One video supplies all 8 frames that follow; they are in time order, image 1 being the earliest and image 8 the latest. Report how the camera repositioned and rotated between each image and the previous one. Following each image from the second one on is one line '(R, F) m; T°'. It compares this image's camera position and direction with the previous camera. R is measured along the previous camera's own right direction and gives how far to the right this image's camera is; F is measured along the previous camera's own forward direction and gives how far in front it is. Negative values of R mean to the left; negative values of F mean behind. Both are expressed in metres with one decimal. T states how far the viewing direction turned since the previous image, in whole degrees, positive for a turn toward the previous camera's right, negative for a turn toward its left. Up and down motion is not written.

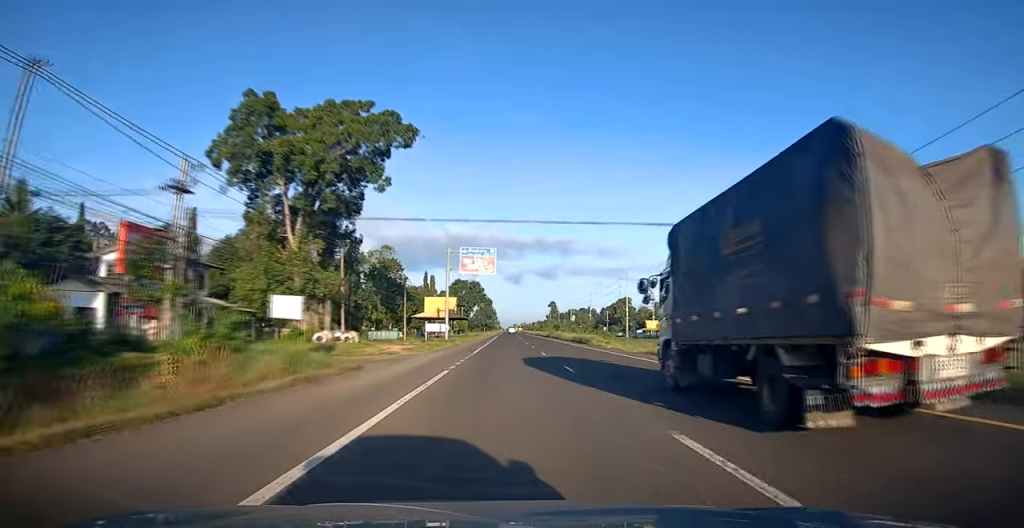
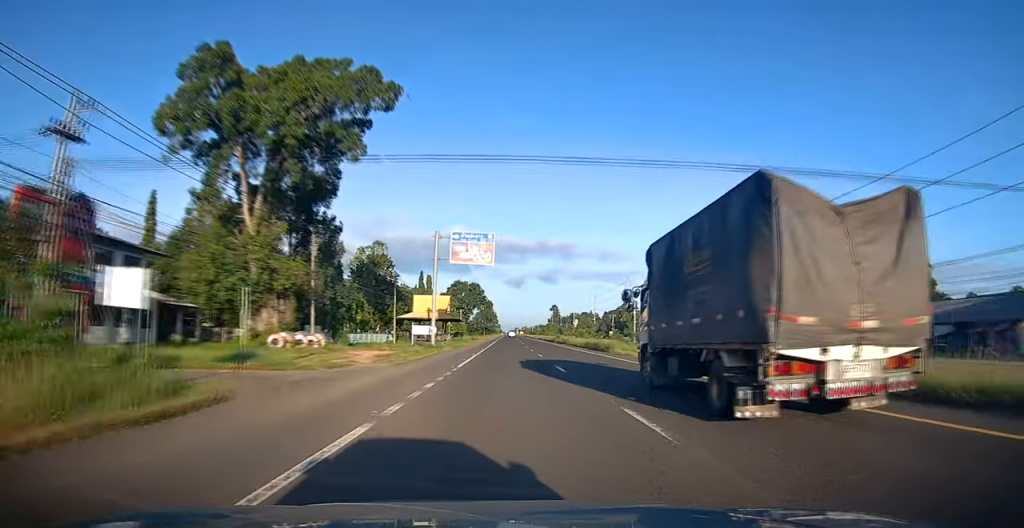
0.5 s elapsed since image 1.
(0.0, +9.2) m; 0°
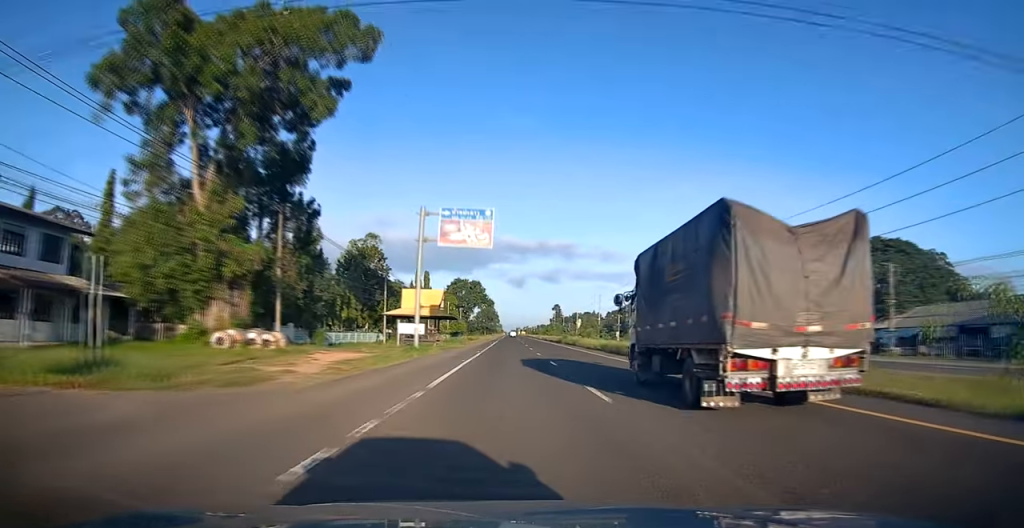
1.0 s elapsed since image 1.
(0.0, +7.7) m; 0°
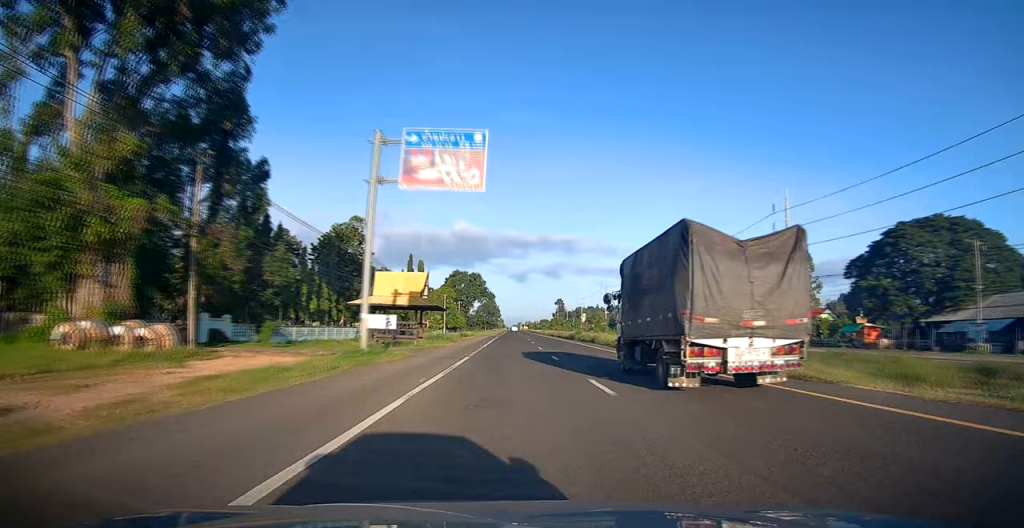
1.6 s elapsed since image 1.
(0.0, +11.9) m; 0°
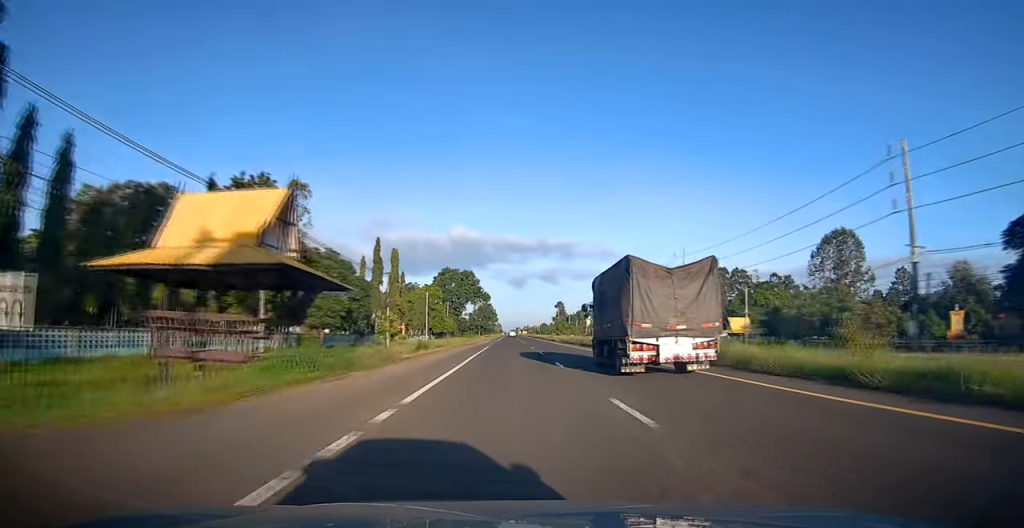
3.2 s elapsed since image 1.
(-0.1, +26.7) m; 0°
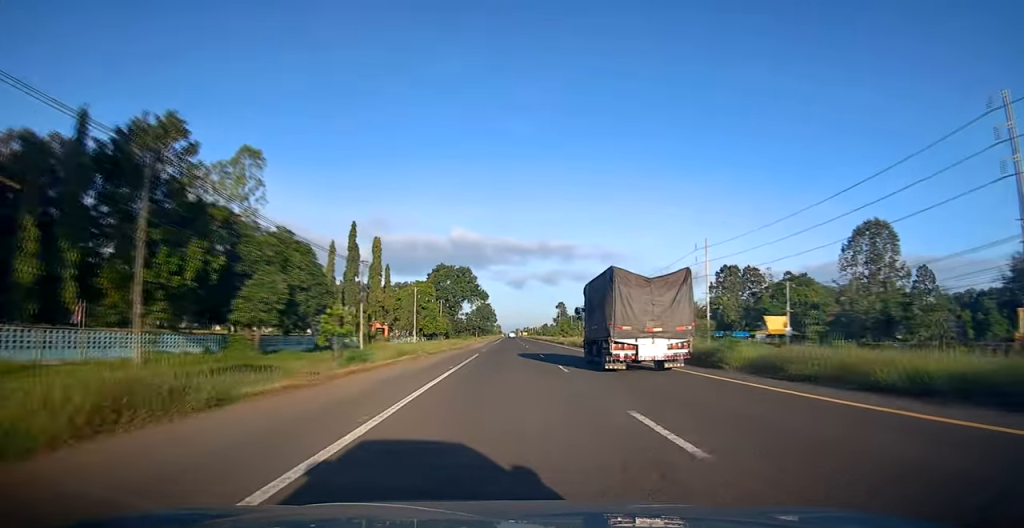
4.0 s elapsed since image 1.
(0.0, +14.1) m; 0°
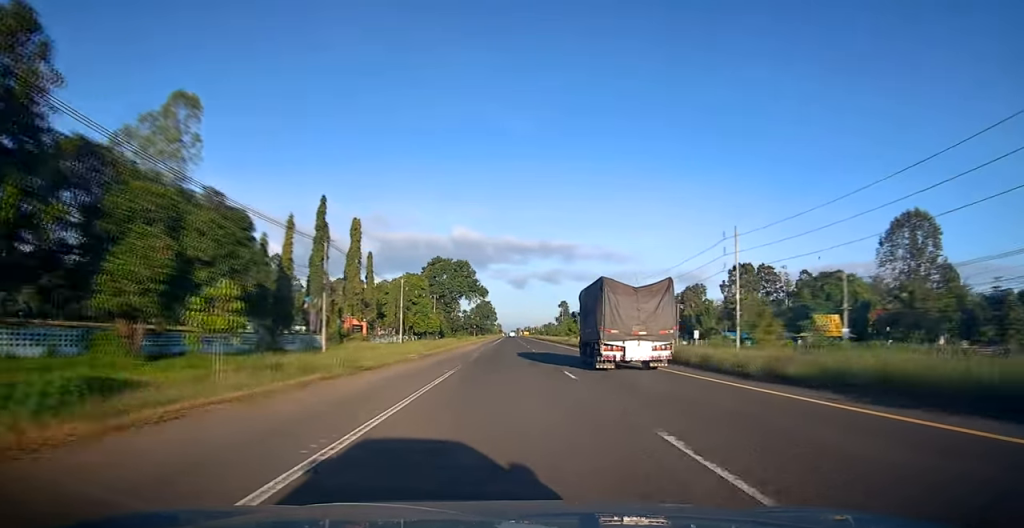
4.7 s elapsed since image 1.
(0.0, +13.5) m; 0°
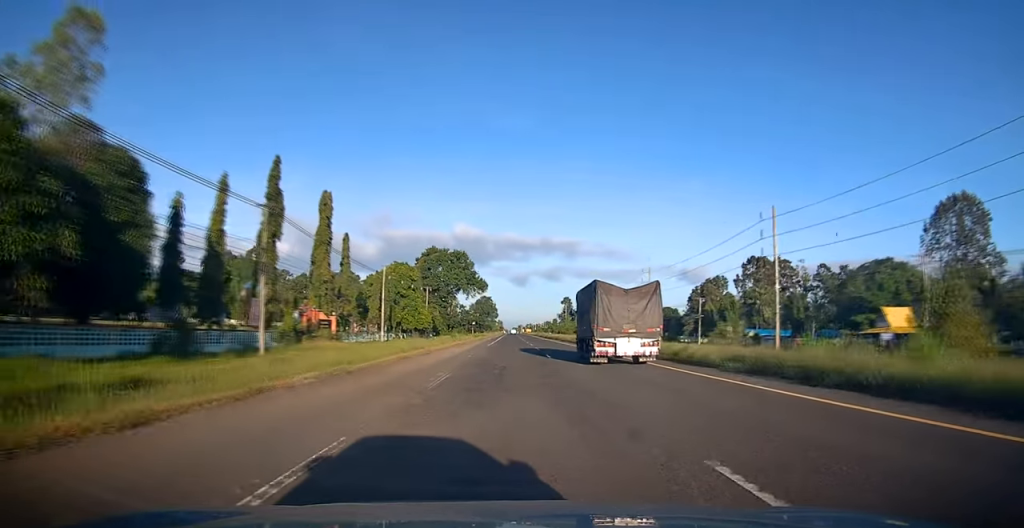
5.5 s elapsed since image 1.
(+0.1, +13.6) m; 0°
